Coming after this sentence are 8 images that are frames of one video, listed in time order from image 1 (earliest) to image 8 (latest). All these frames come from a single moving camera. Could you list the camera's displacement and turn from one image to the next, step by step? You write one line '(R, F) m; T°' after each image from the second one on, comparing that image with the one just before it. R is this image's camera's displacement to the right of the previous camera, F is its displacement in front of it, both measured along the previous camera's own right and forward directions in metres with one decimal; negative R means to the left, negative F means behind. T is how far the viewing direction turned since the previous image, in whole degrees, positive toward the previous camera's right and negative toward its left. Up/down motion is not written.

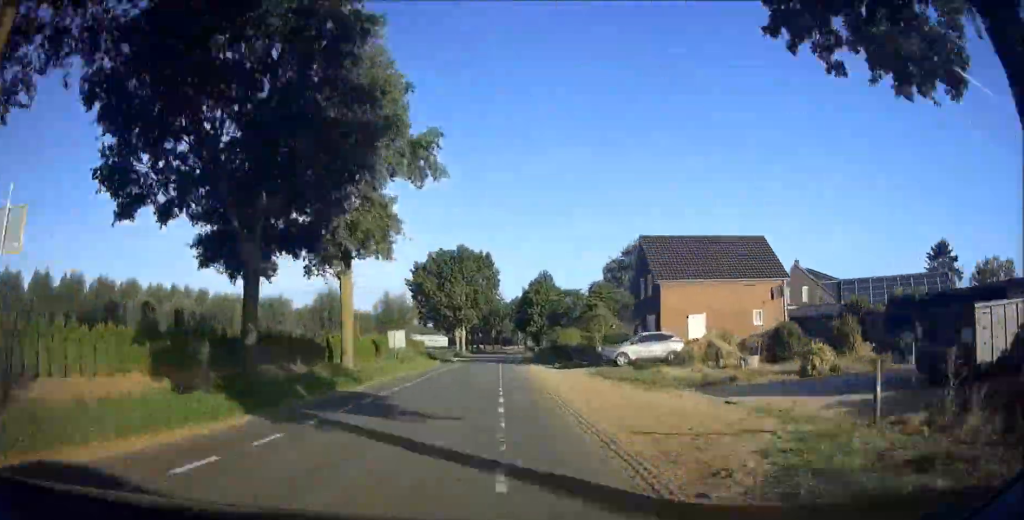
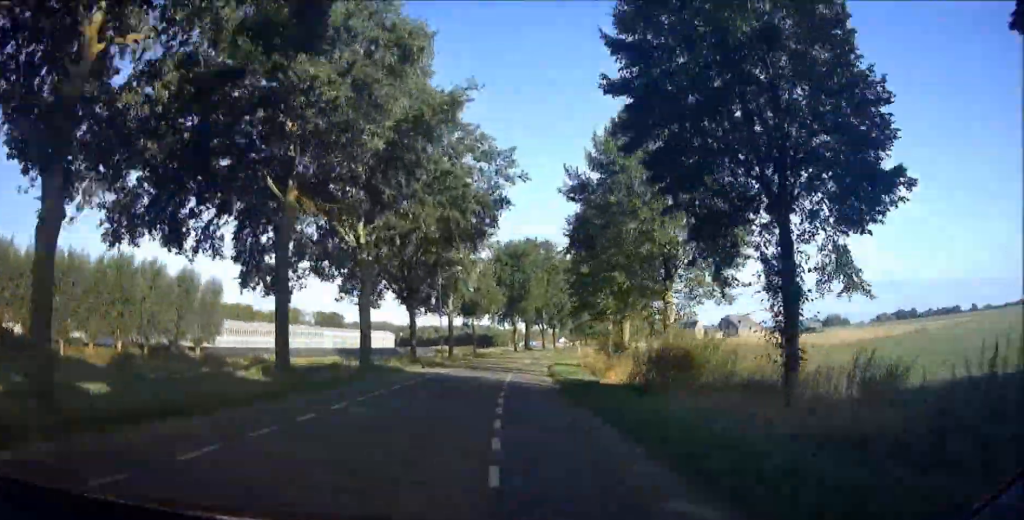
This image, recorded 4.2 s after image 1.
(+3.0, +100.5) m; +6°
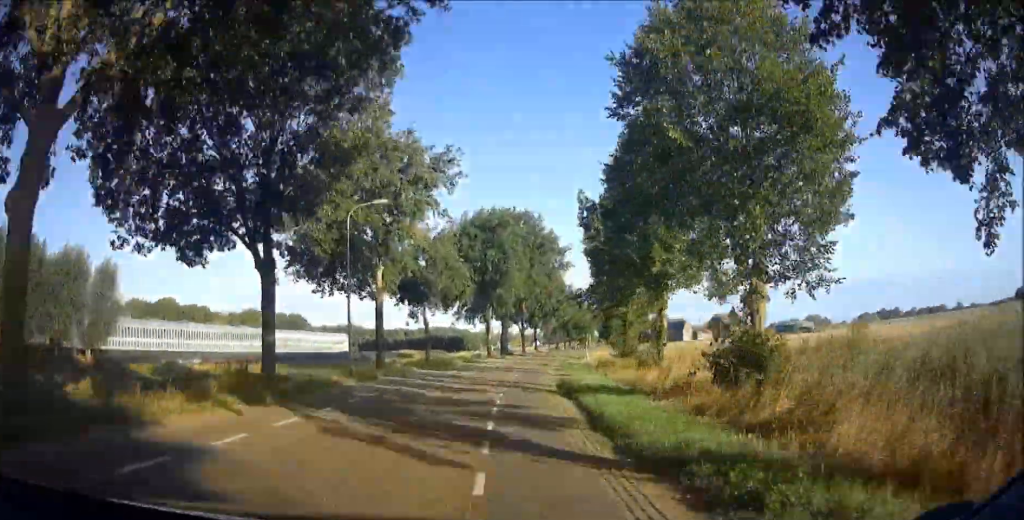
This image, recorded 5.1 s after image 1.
(+0.7, +20.6) m; +2°
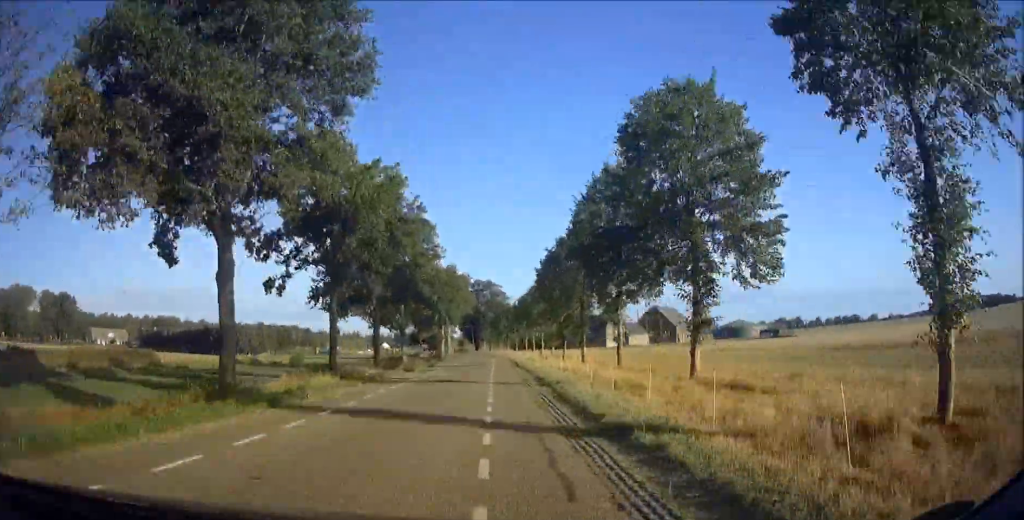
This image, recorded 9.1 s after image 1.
(+8.3, +96.7) m; +9°
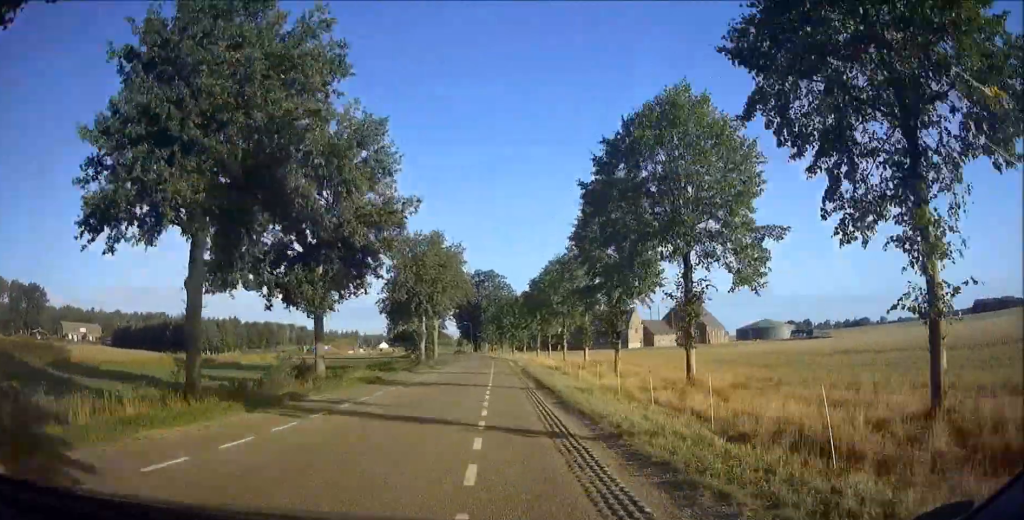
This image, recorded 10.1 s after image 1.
(+0.2, +22.5) m; 0°
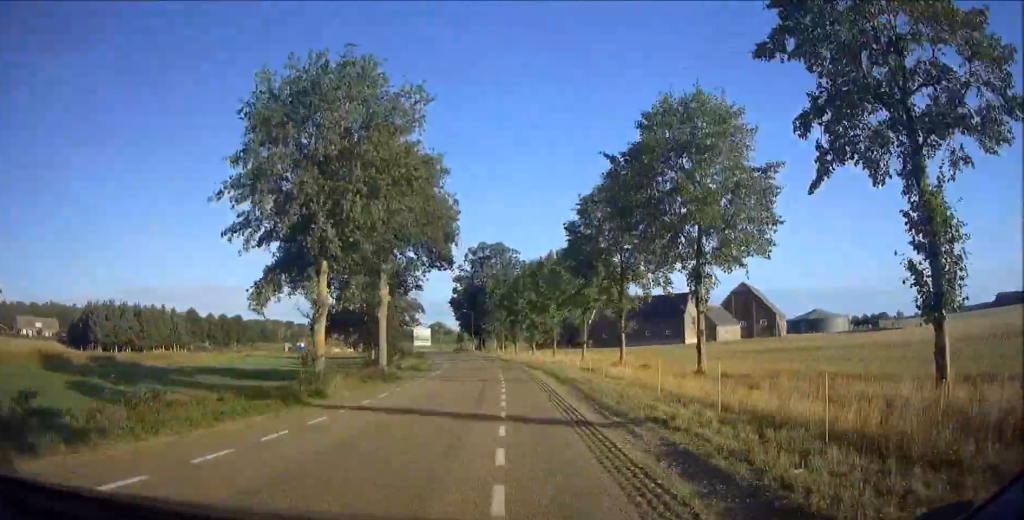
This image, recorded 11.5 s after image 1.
(-0.4, +33.7) m; -1°
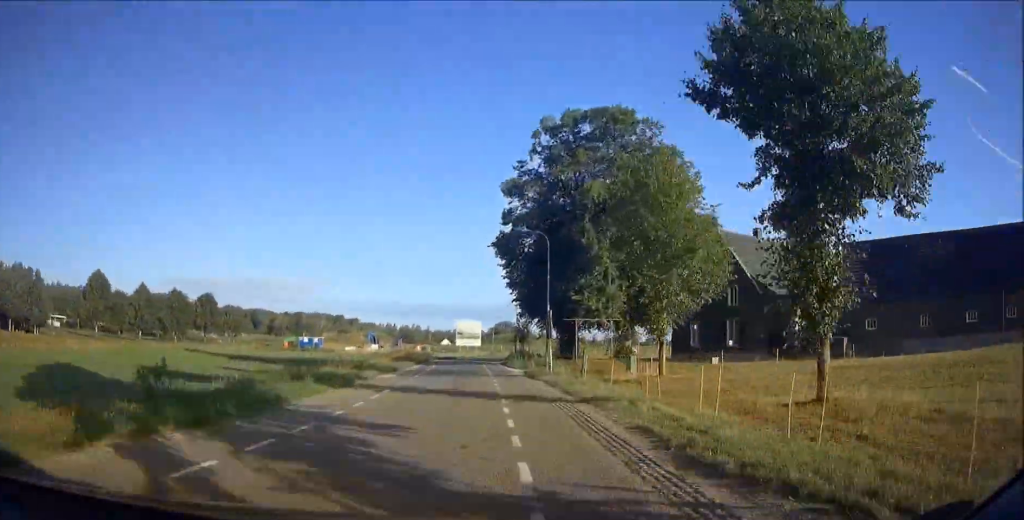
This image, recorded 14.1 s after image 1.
(-1.3, +61.4) m; -2°
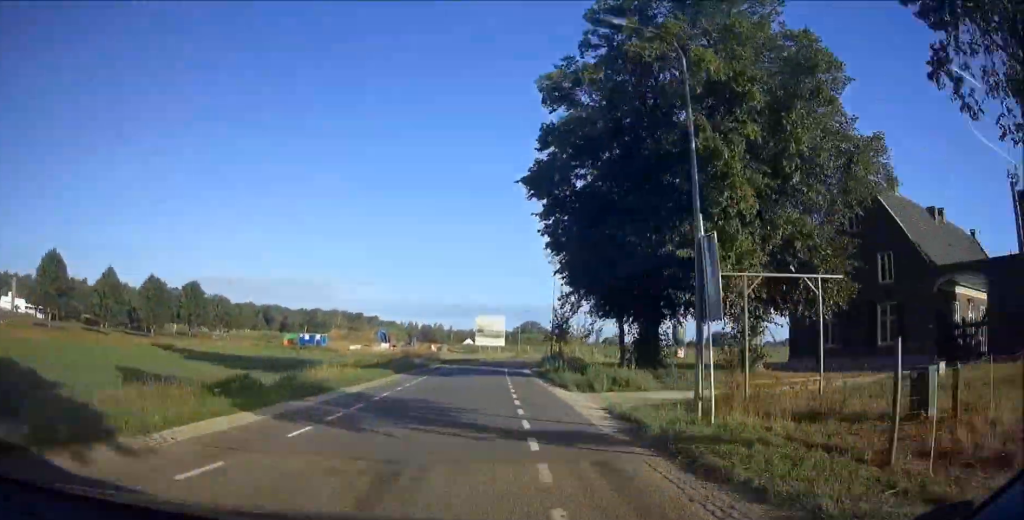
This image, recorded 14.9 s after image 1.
(-1.1, +17.5) m; +1°
